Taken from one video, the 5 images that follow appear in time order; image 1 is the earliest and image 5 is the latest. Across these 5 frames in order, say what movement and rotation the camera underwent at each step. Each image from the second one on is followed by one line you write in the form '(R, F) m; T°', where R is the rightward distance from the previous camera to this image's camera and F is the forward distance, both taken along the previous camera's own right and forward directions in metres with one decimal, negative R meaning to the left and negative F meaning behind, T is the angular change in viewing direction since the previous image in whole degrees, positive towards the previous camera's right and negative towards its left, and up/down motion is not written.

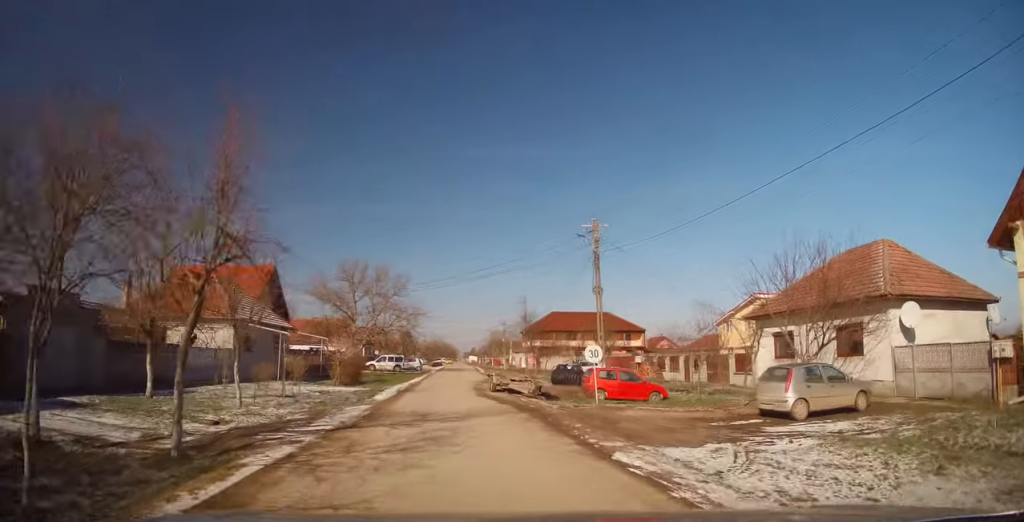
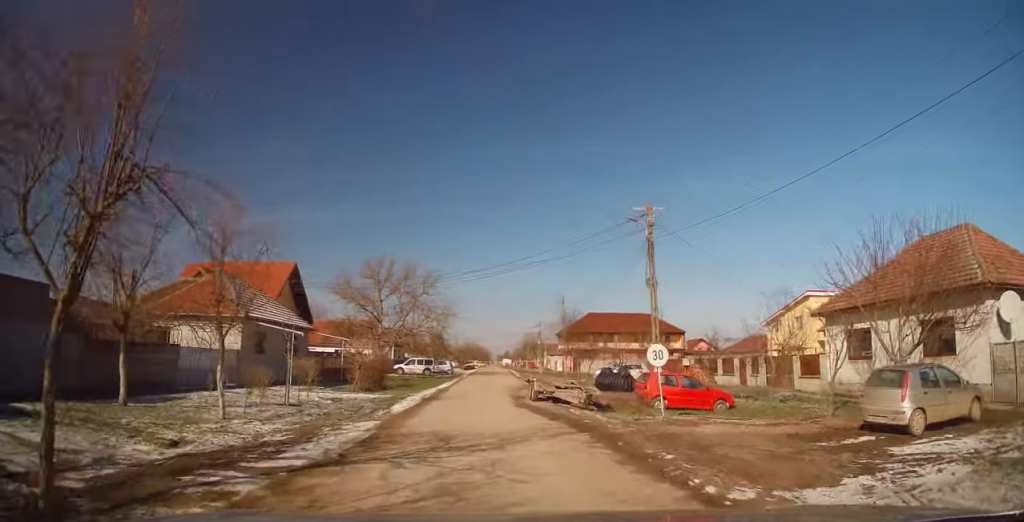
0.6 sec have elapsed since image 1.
(-0.1, +3.4) m; -4°
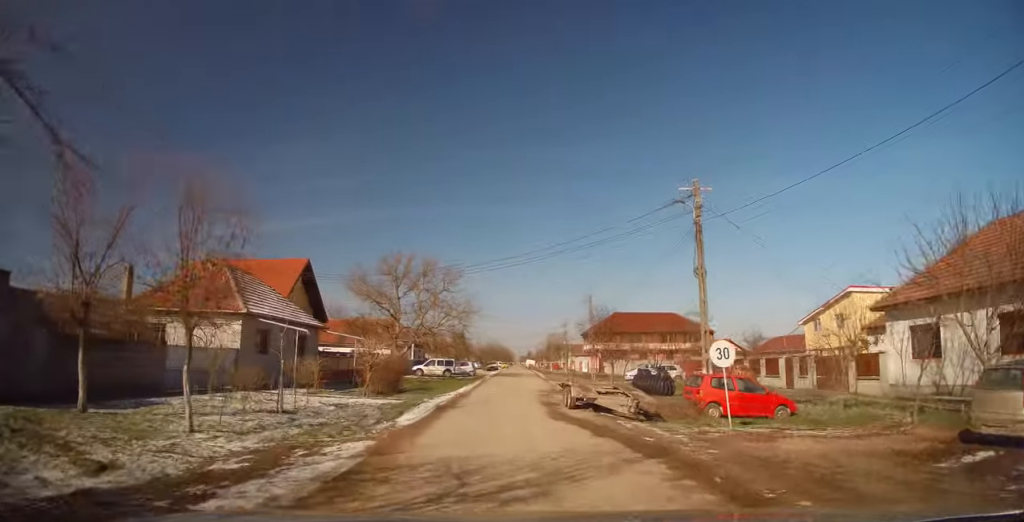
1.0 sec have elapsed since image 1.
(-0.2, +2.8) m; -1°
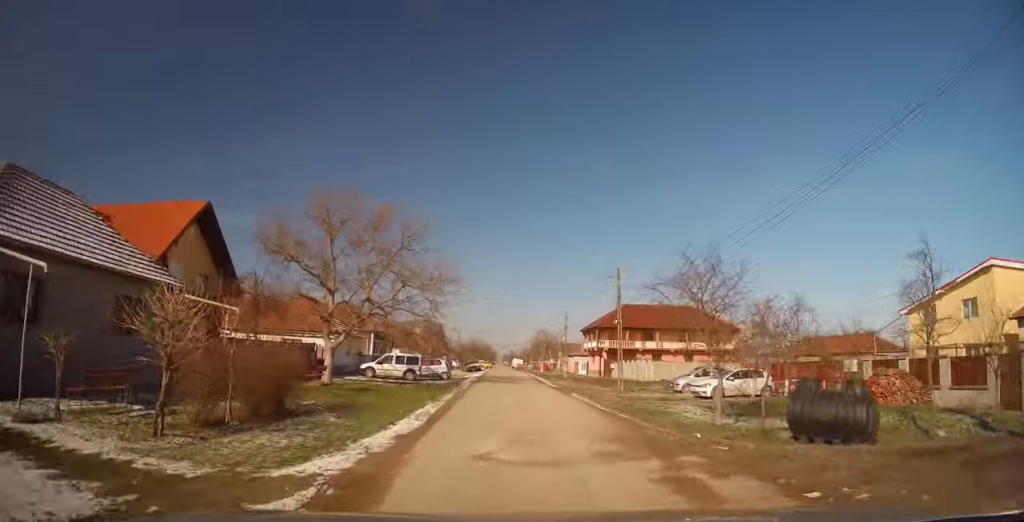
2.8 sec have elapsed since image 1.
(-0.2, +14.5) m; 0°
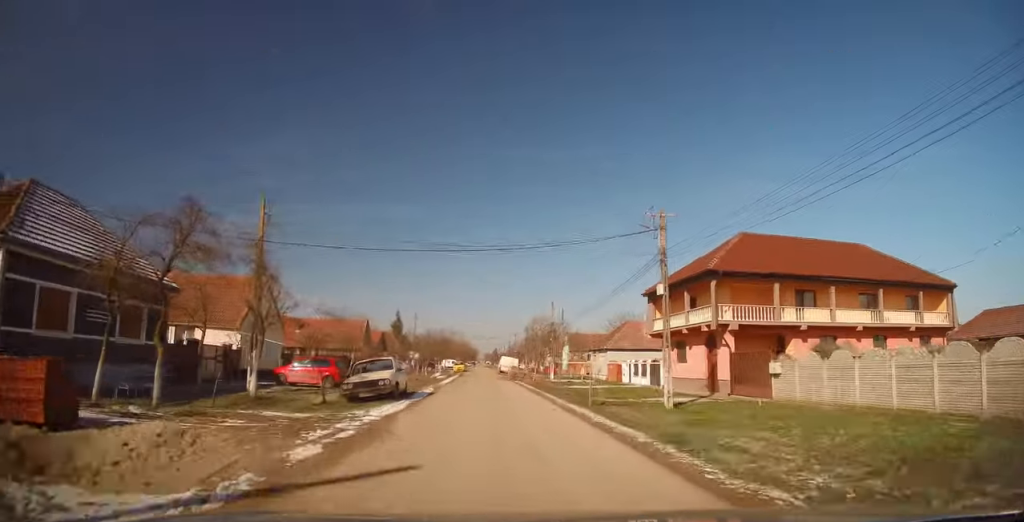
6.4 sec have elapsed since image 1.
(+2.0, +40.9) m; +2°
